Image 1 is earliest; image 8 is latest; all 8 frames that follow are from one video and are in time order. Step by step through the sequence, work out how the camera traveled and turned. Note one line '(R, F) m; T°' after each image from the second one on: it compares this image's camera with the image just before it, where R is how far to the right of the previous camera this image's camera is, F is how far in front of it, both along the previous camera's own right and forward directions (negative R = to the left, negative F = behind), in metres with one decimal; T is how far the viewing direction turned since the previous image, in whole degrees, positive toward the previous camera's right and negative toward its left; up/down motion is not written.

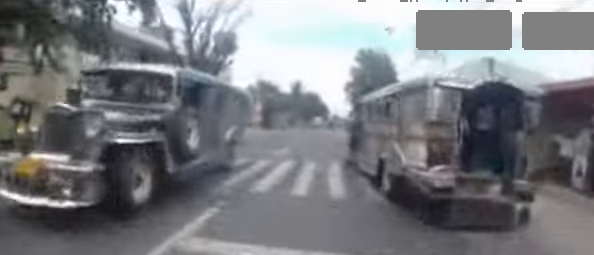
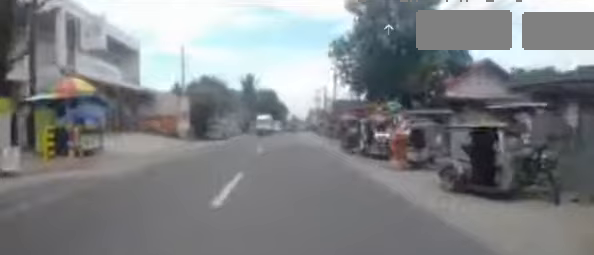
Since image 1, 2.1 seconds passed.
(0.0, +14.7) m; 0°
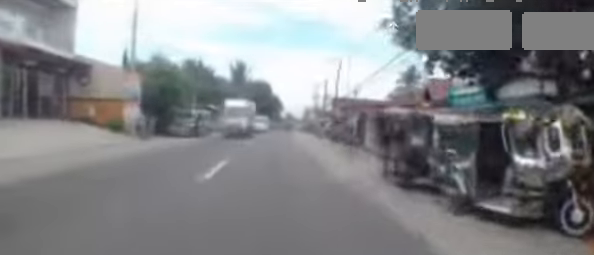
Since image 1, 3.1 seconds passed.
(+0.1, +7.8) m; 0°
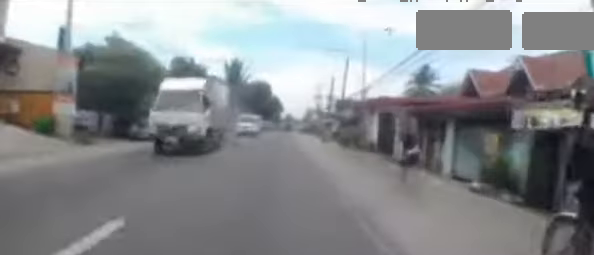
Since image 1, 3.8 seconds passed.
(0.0, +5.6) m; 0°
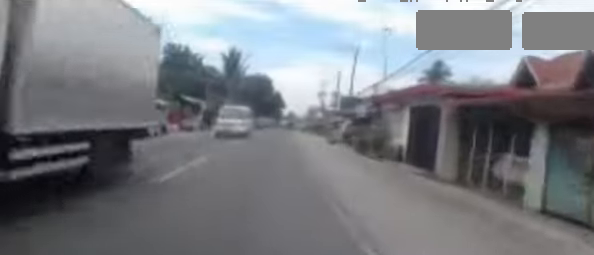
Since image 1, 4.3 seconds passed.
(0.0, +4.1) m; 0°
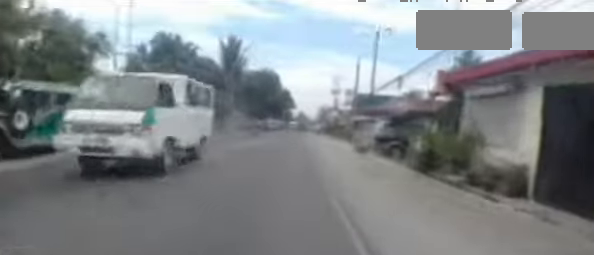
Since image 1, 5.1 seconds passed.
(0.0, +6.2) m; 0°
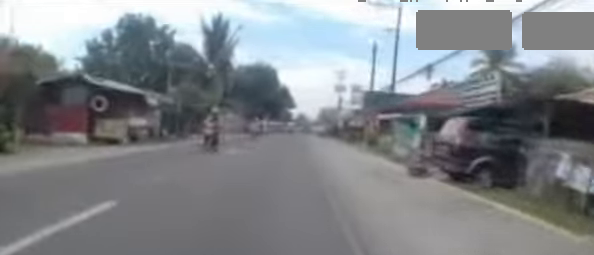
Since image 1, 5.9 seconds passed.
(0.0, +7.3) m; +1°
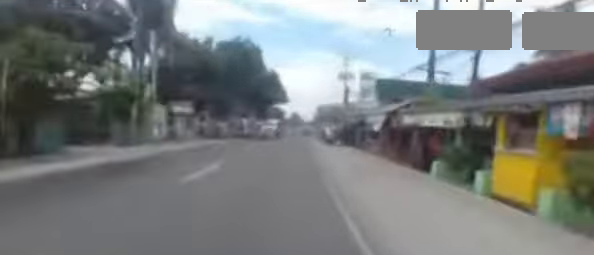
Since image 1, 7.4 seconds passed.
(0.0, +13.7) m; 0°
